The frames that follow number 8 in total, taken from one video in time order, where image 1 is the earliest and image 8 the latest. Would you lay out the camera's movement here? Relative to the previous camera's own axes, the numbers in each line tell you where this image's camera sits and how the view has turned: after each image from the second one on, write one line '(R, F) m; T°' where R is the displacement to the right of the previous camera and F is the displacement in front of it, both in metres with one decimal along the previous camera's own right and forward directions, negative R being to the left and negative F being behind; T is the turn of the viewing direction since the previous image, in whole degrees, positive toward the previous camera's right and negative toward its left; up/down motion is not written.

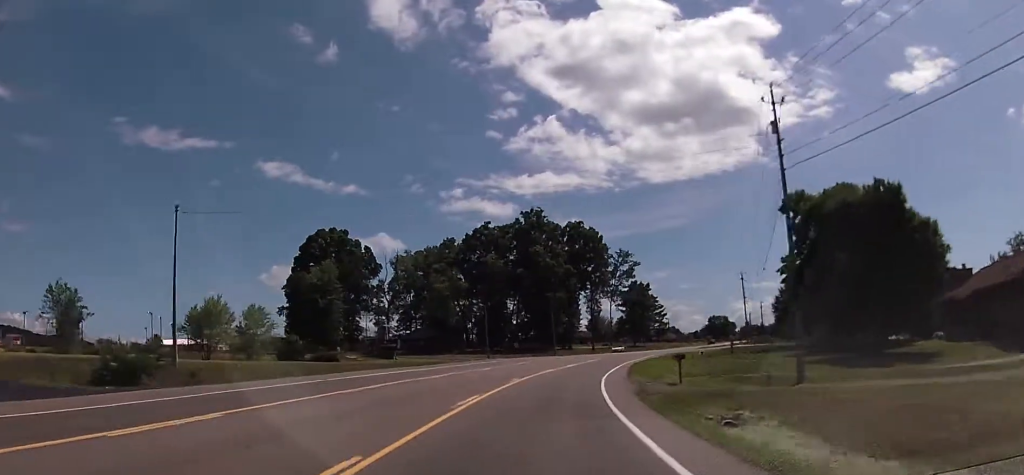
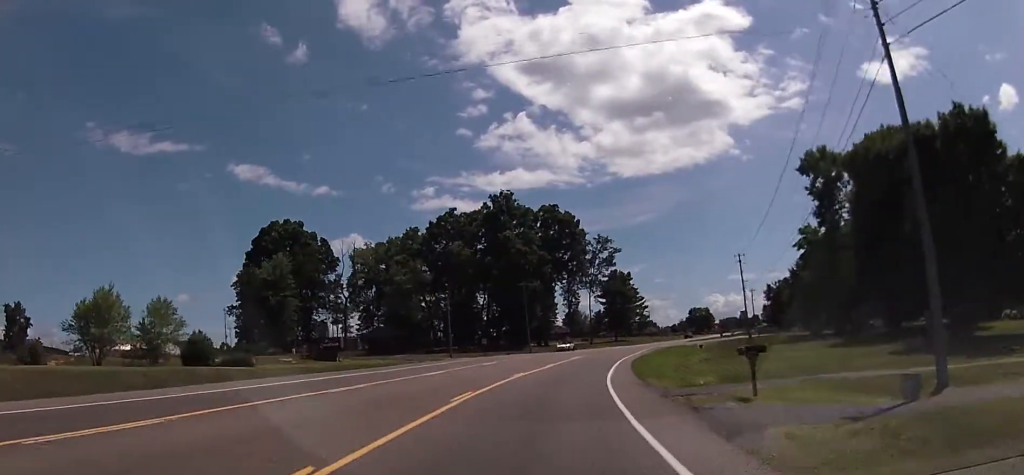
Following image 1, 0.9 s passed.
(0.0, +13.8) m; +2°
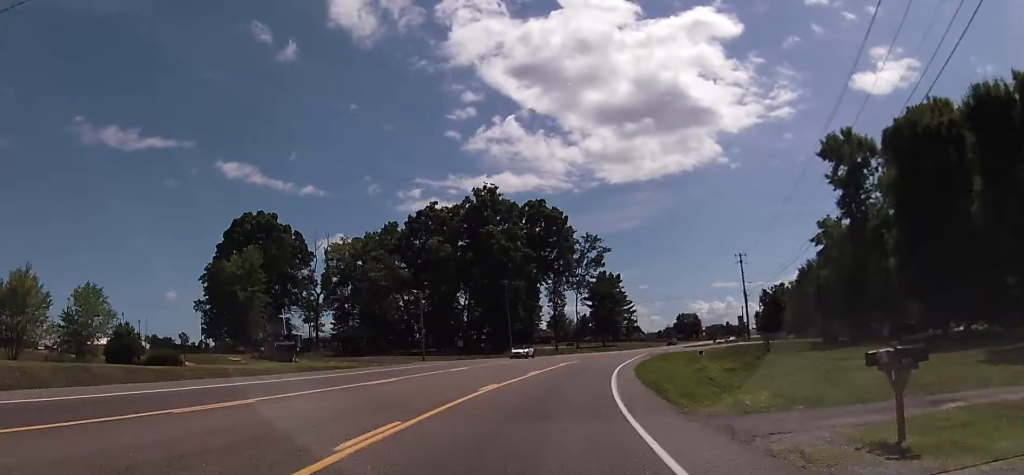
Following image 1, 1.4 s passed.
(+0.2, +8.0) m; +2°
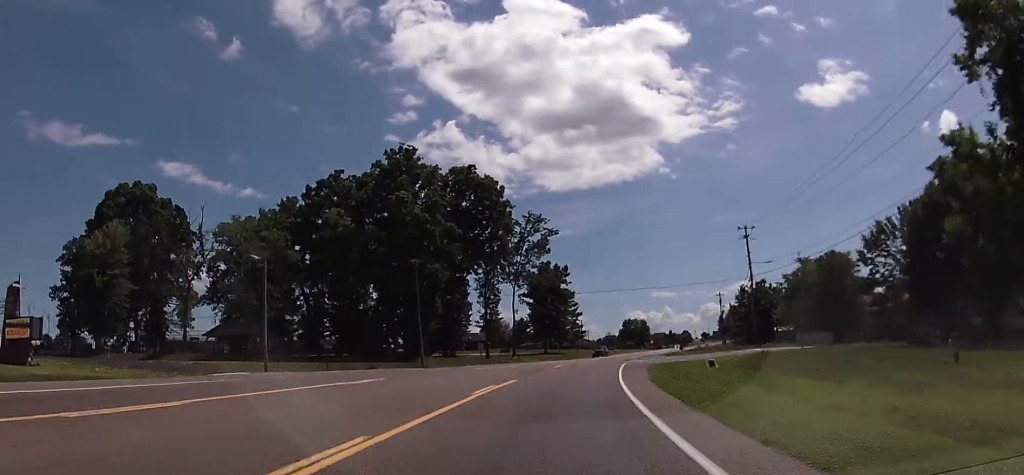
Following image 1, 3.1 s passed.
(+1.3, +27.8) m; +5°
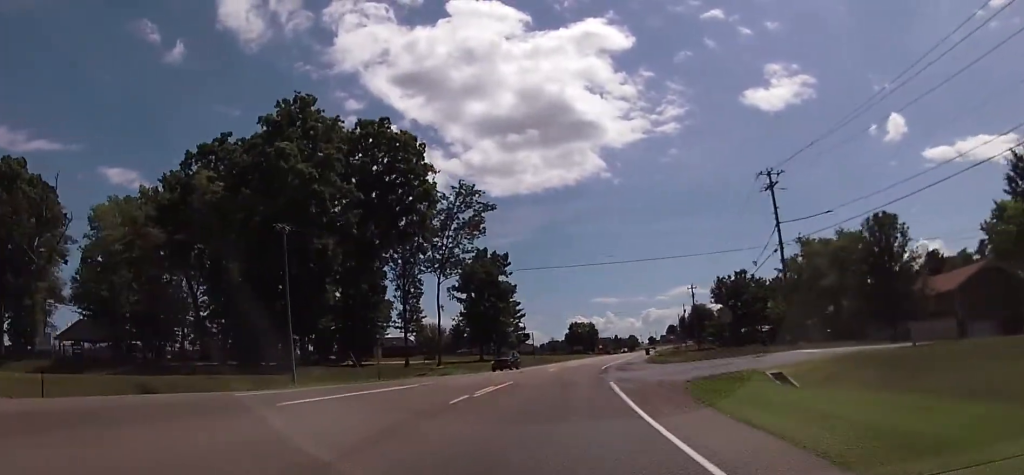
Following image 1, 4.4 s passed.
(+0.8, +23.0) m; +3°
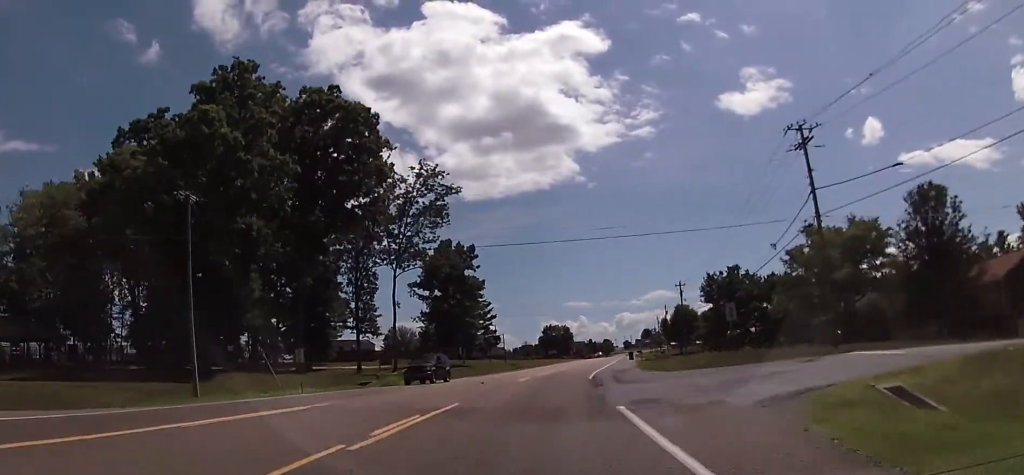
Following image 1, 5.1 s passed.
(+0.1, +10.7) m; +2°
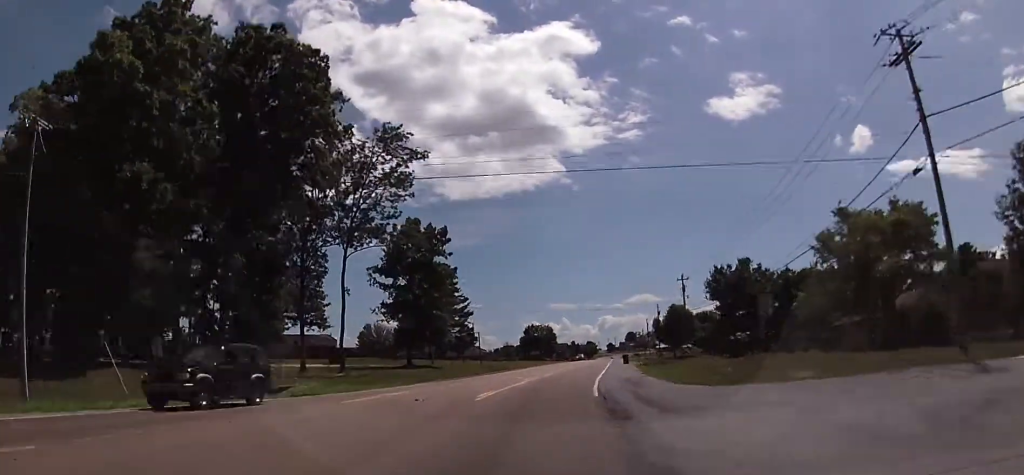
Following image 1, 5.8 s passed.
(0.0, +13.0) m; +4°
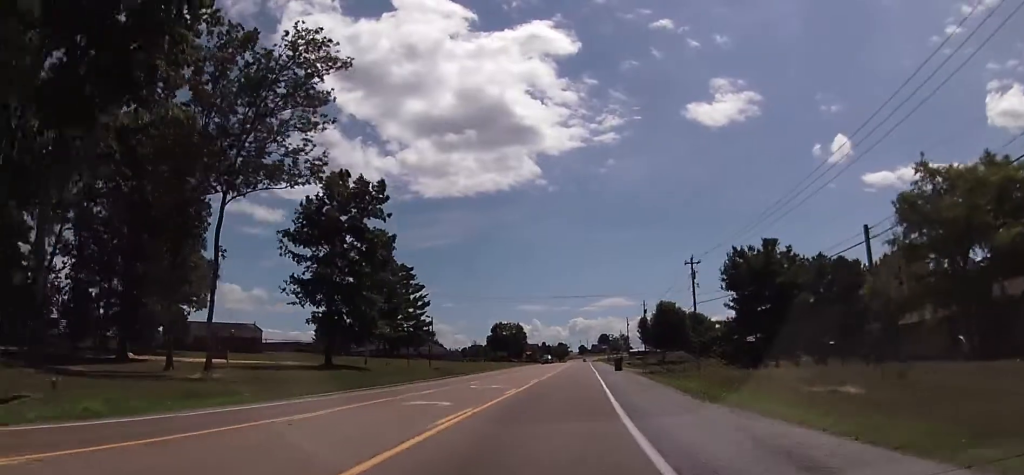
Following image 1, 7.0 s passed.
(+1.3, +19.8) m; +3°
